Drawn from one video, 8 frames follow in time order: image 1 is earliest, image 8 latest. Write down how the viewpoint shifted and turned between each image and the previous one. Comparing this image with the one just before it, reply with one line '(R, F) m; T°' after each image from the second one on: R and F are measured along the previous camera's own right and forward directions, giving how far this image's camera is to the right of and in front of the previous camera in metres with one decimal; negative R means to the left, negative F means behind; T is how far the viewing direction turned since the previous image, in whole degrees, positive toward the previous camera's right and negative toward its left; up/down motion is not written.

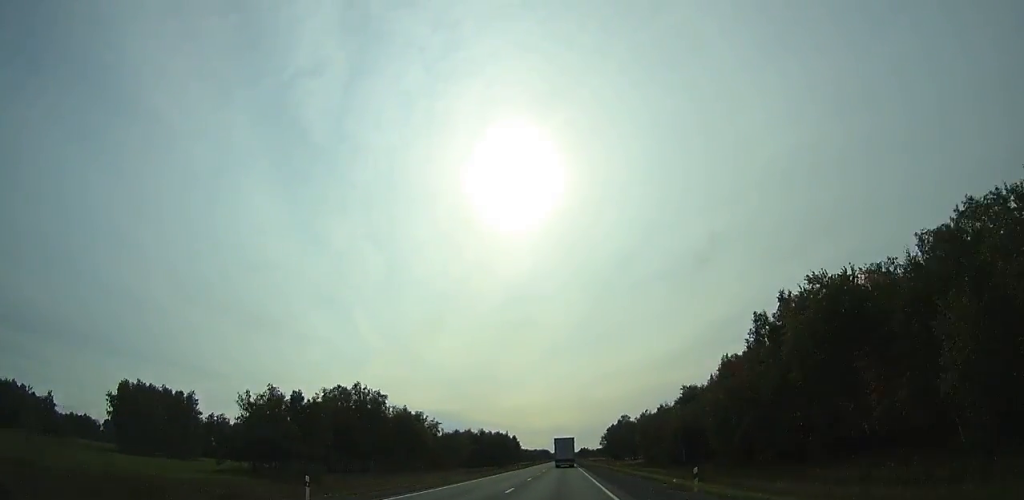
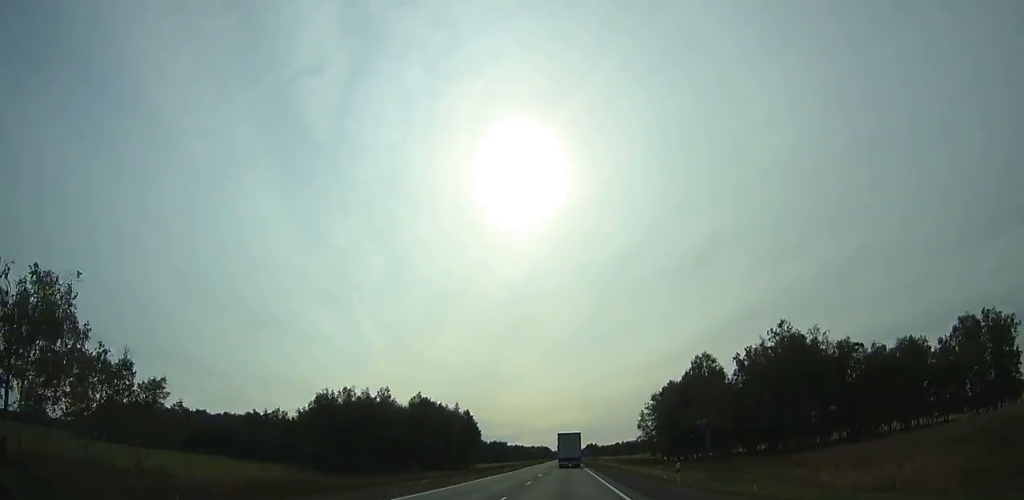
(+0.3, +149.5) m; 0°
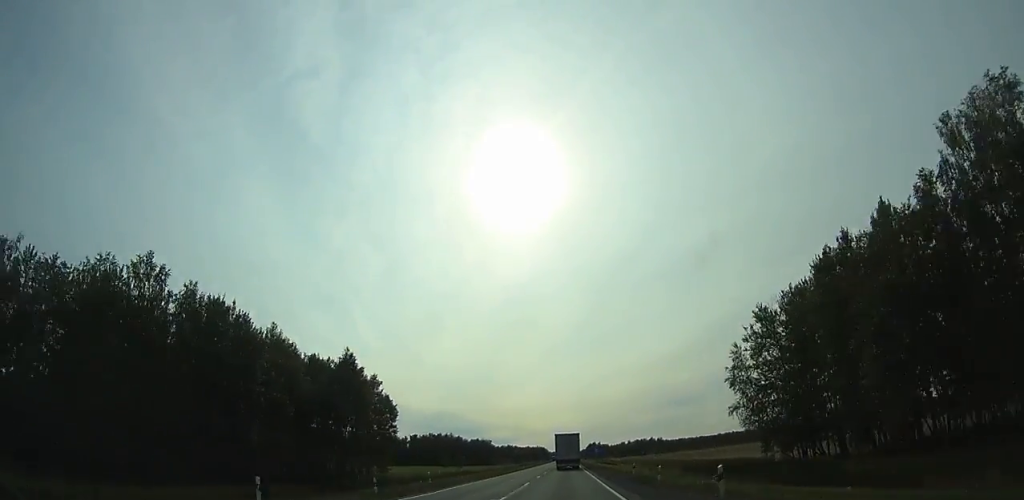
(0.0, +82.4) m; 0°
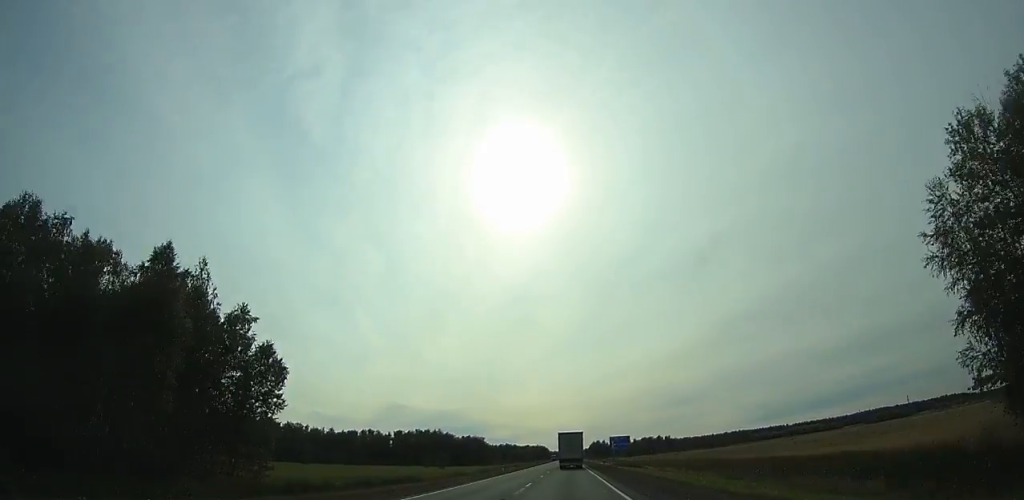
(0.0, +38.2) m; 0°
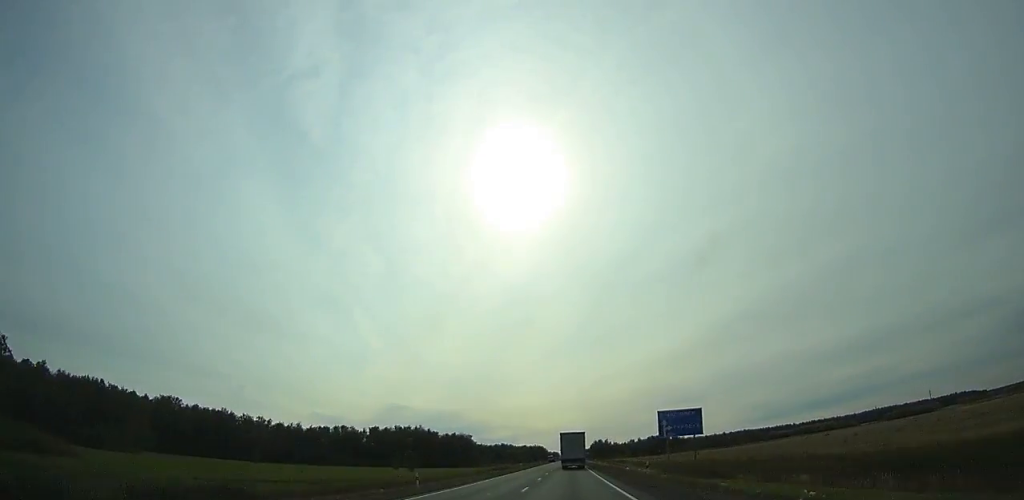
(0.0, +40.1) m; 0°
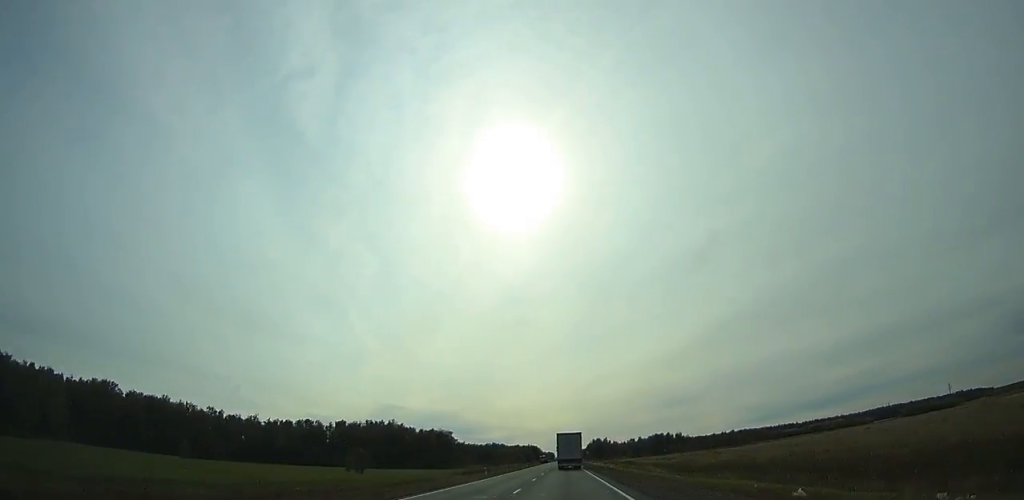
(-0.1, +37.4) m; 0°
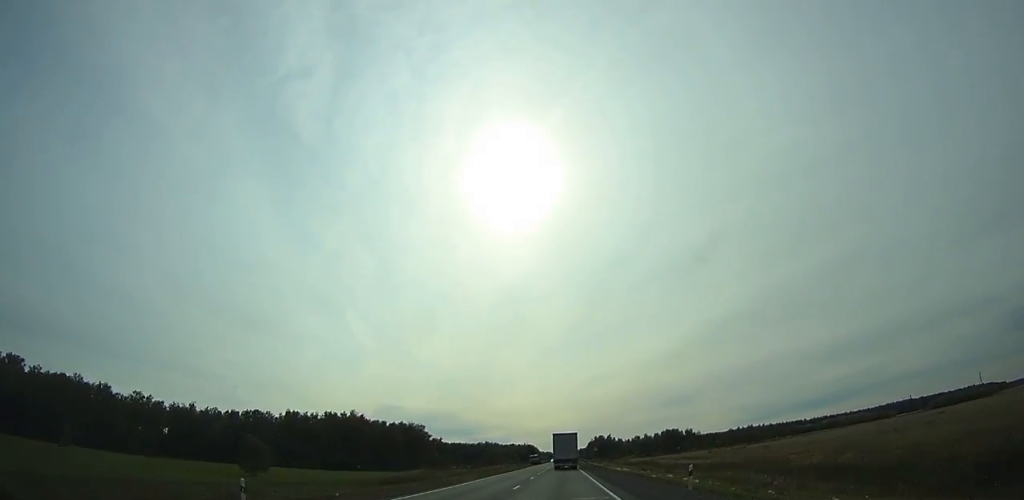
(+0.1, +43.9) m; 0°
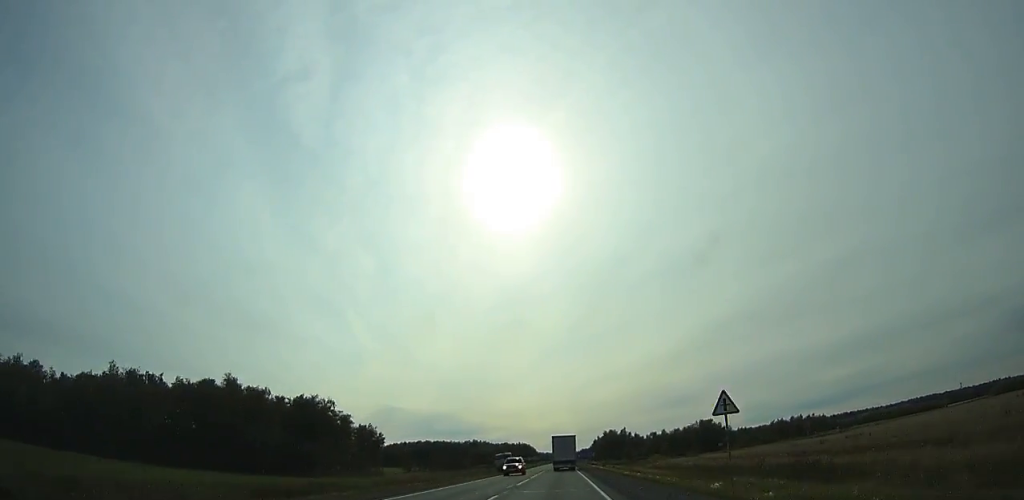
(-0.1, +80.2) m; 0°
